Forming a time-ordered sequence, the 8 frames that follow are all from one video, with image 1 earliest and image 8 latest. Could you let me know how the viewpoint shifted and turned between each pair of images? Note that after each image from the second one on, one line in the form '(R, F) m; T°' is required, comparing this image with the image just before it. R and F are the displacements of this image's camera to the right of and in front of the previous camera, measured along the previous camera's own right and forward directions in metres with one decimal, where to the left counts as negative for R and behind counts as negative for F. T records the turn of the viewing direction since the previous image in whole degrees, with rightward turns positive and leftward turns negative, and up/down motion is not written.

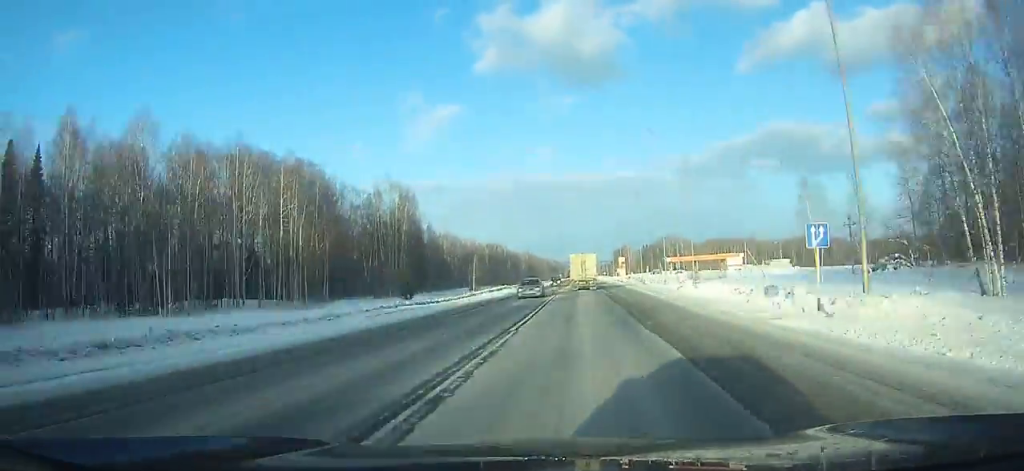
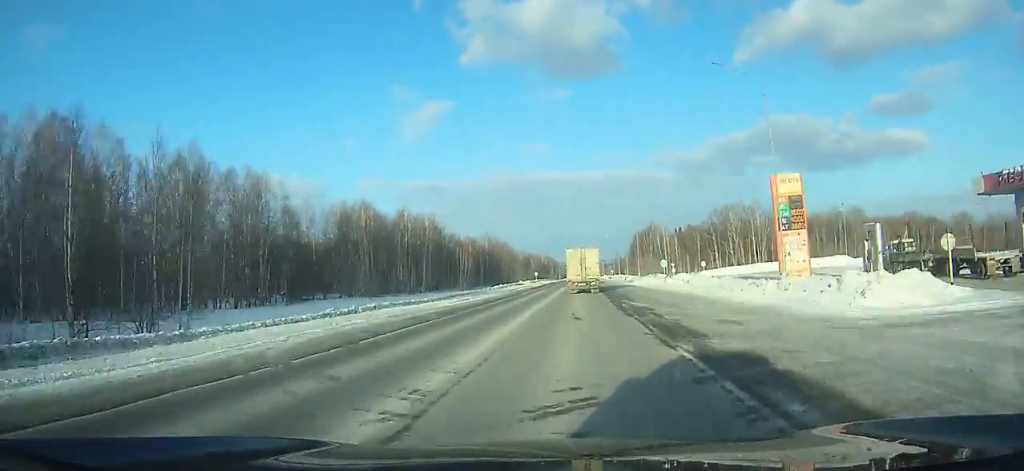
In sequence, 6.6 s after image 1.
(+0.6, +154.0) m; +1°
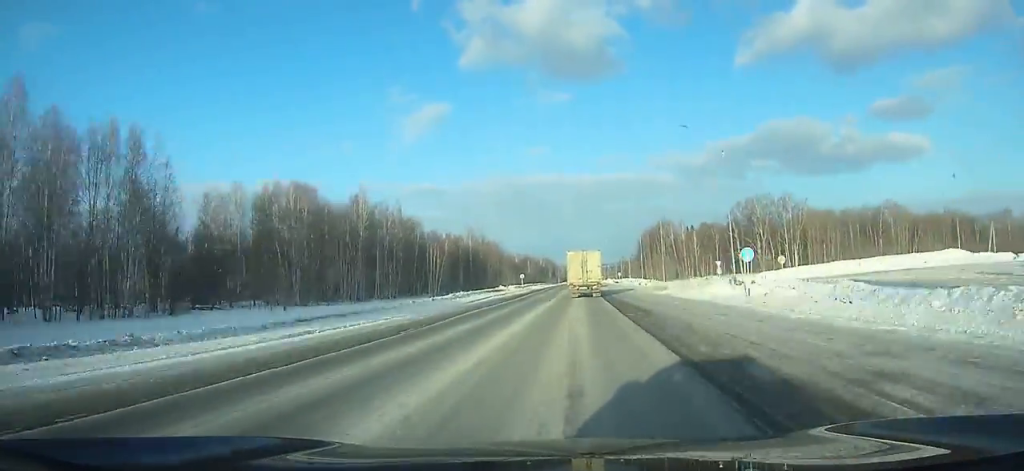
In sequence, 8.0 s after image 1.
(0.0, +32.5) m; 0°
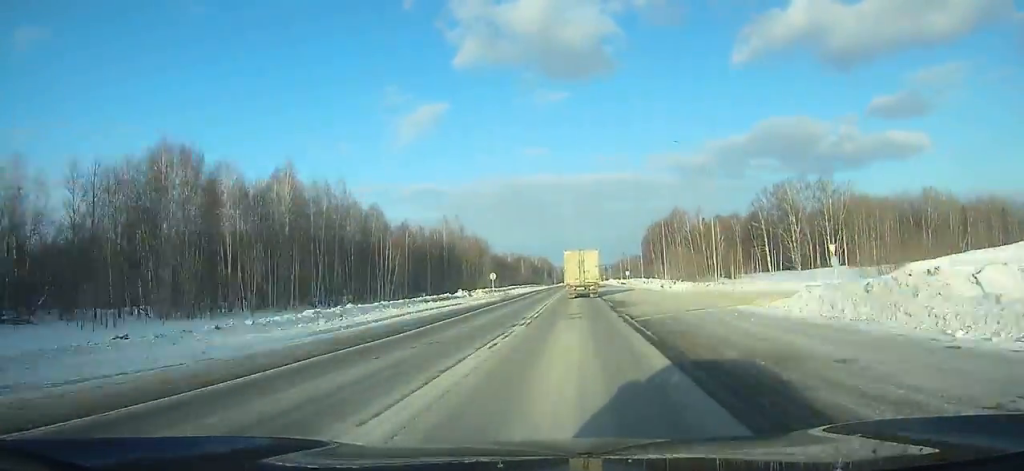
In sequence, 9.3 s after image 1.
(0.0, +30.1) m; 0°
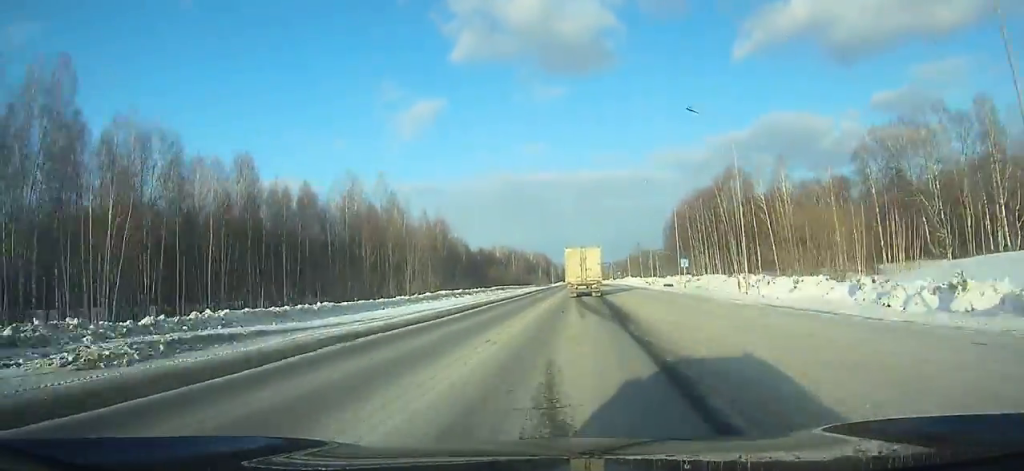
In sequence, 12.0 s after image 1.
(+0.3, +62.5) m; 0°
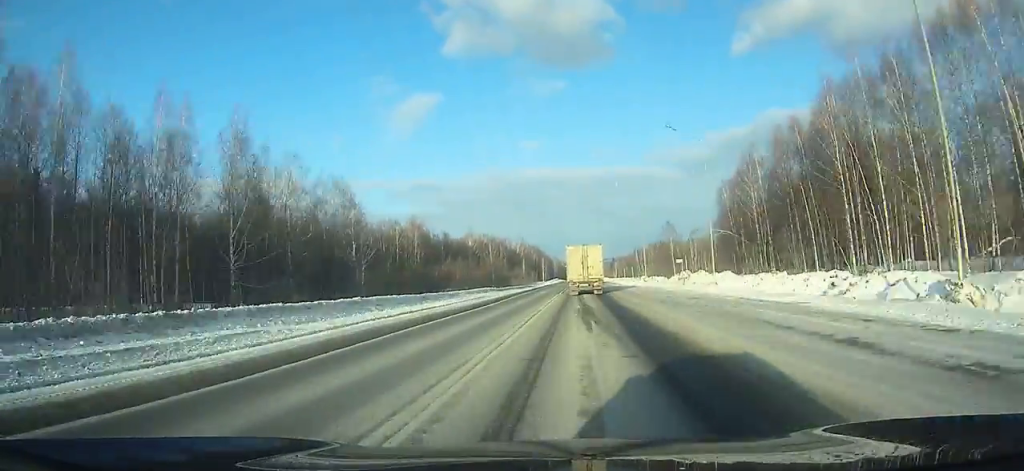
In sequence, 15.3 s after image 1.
(-0.4, +76.6) m; -1°
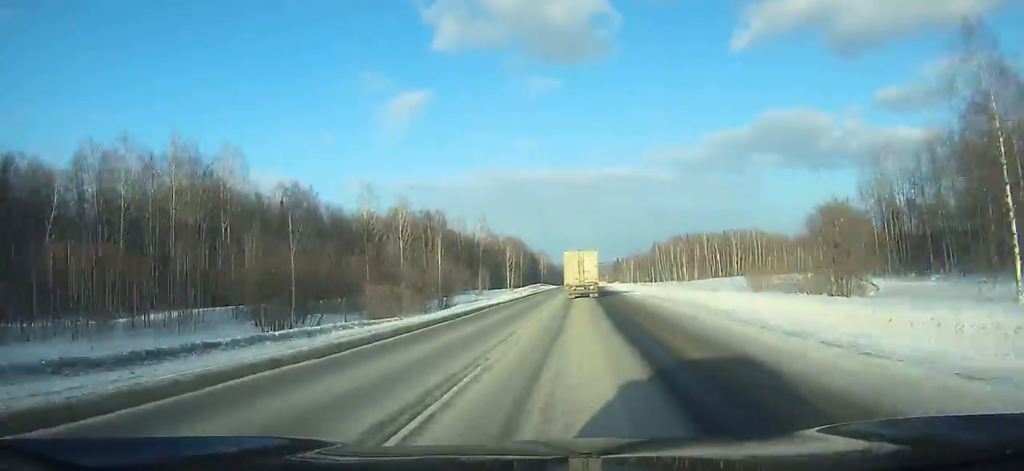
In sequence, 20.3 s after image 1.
(-0.9, +117.3) m; -1°
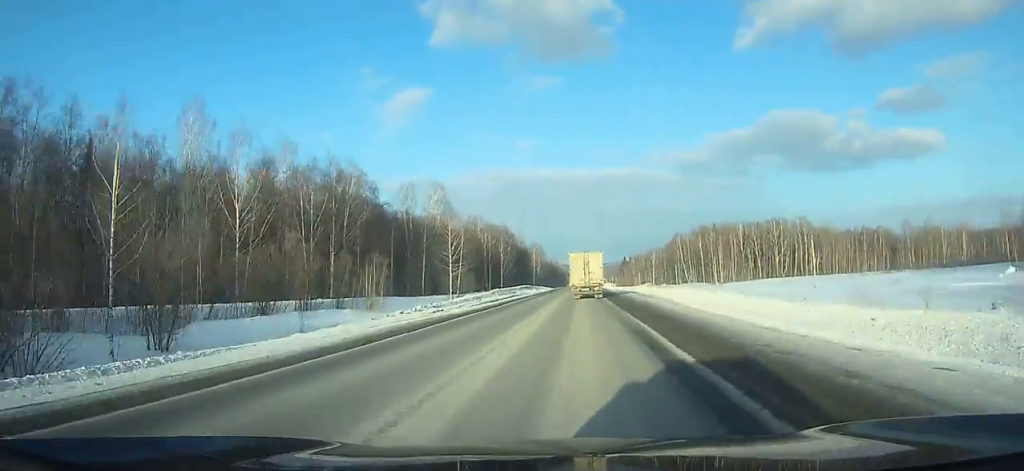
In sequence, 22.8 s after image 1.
(+0.1, +59.4) m; 0°
